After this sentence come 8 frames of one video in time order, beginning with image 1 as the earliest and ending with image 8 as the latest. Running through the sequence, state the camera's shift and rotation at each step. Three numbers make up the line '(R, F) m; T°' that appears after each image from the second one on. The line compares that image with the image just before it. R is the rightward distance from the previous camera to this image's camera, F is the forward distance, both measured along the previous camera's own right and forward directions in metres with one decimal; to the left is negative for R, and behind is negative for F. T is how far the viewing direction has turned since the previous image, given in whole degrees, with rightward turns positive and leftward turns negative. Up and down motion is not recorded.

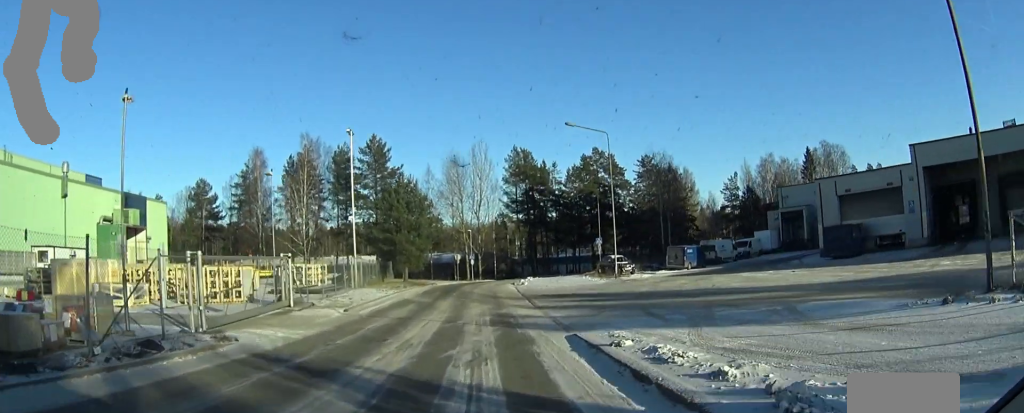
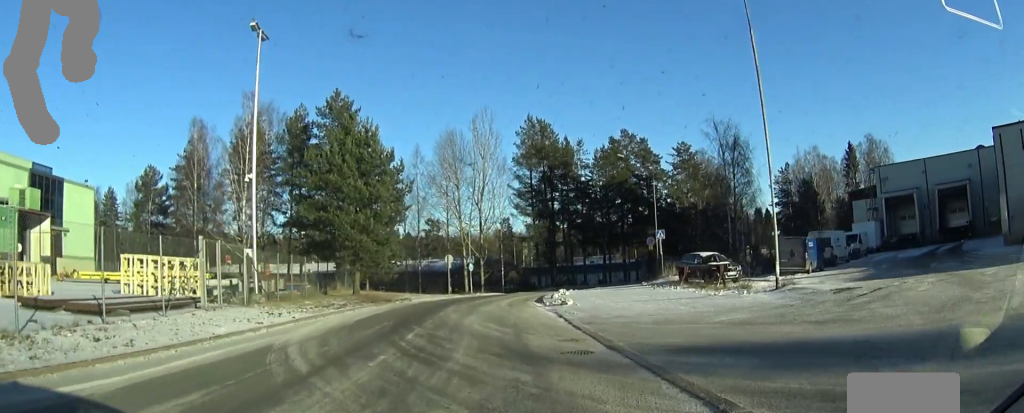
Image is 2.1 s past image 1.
(+0.7, +20.7) m; -2°
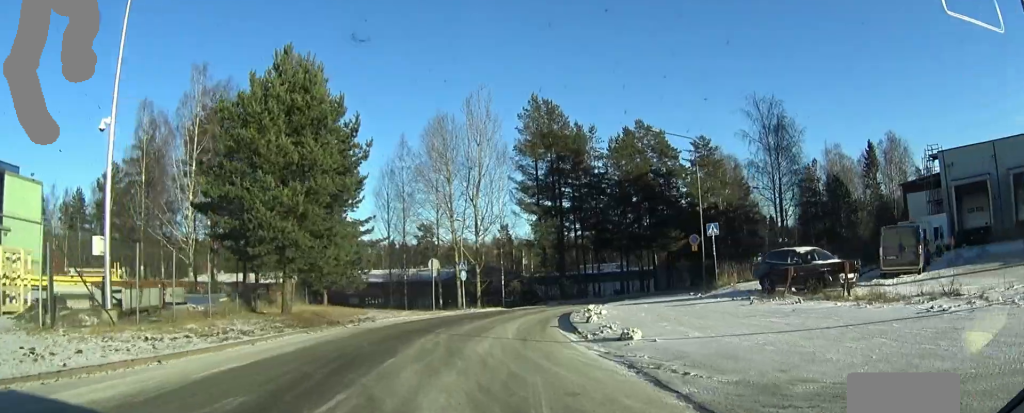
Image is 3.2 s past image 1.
(-0.7, +10.7) m; +2°
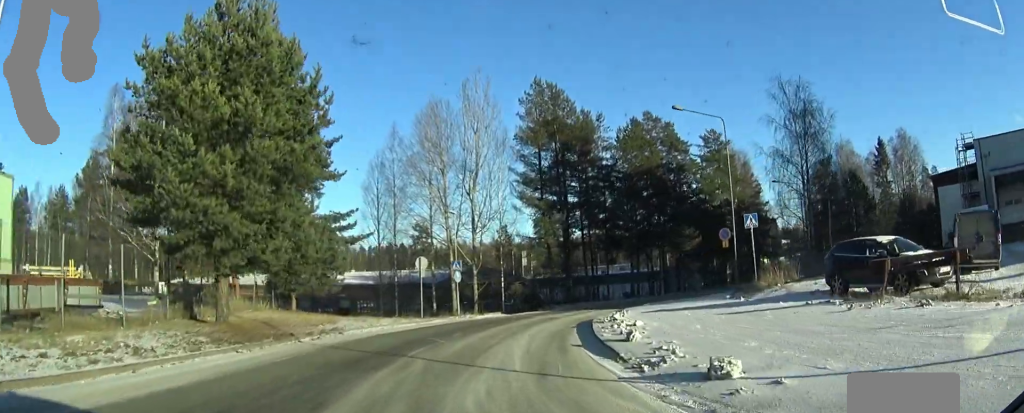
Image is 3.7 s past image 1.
(+0.1, +5.2) m; +2°
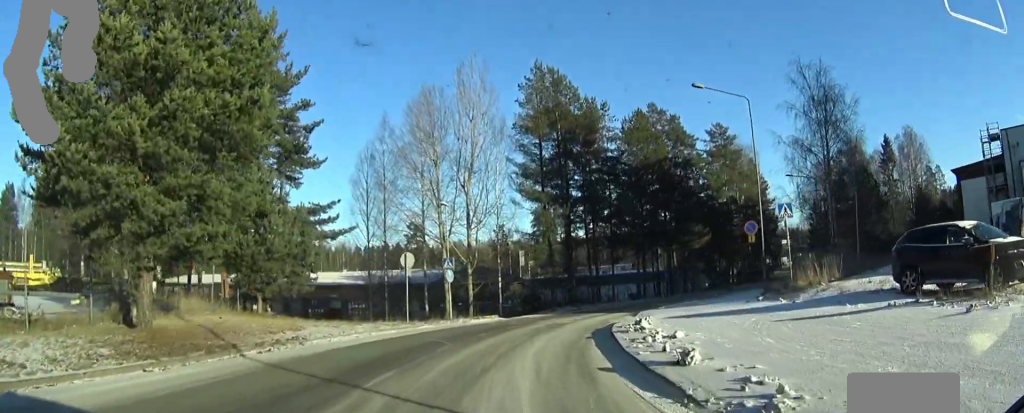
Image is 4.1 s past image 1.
(+0.7, +3.8) m; 0°
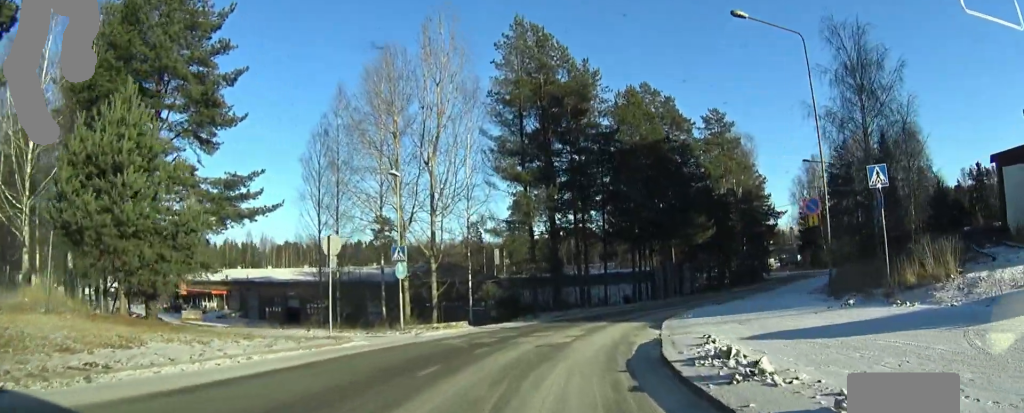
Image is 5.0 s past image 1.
(-0.3, +8.4) m; 0°
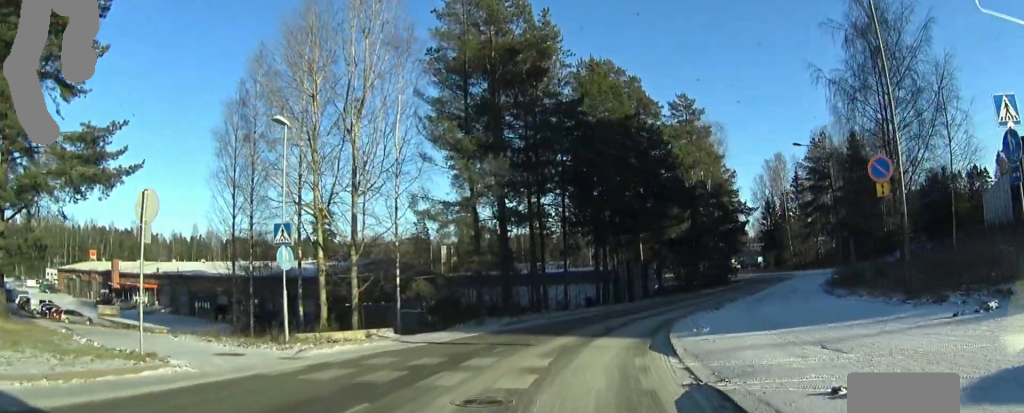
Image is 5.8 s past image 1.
(-0.3, +7.5) m; +3°
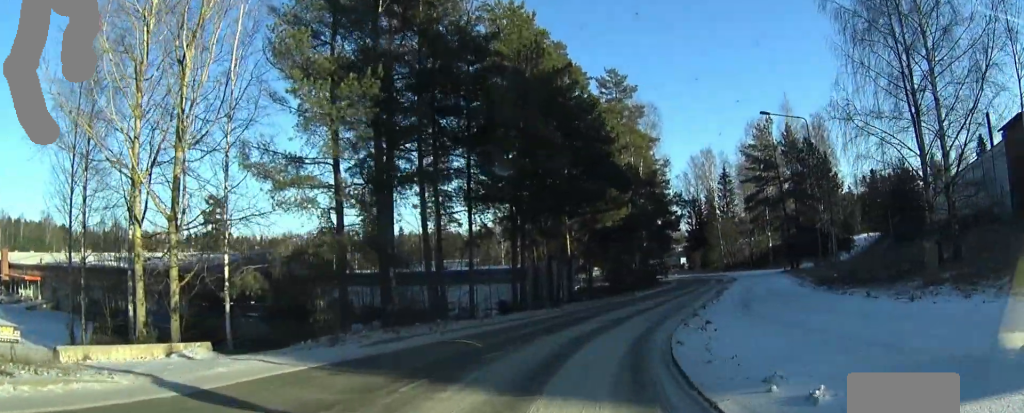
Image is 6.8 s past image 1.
(+1.2, +9.5) m; +10°
